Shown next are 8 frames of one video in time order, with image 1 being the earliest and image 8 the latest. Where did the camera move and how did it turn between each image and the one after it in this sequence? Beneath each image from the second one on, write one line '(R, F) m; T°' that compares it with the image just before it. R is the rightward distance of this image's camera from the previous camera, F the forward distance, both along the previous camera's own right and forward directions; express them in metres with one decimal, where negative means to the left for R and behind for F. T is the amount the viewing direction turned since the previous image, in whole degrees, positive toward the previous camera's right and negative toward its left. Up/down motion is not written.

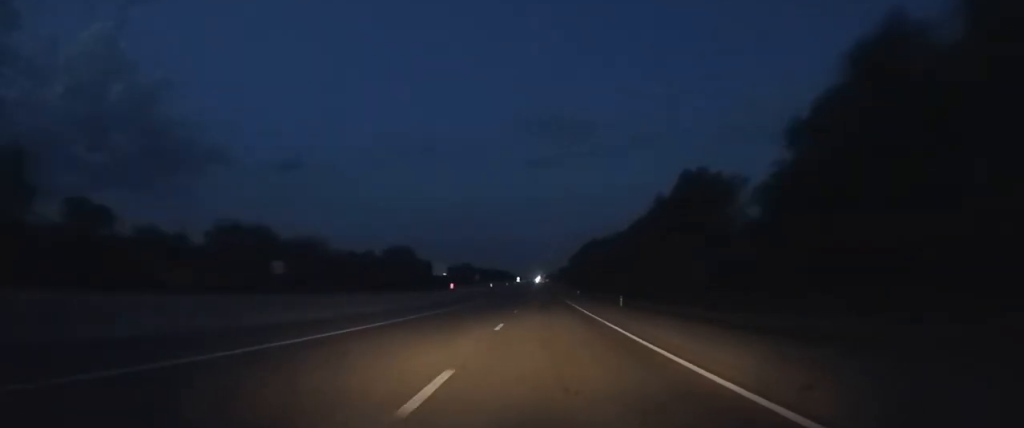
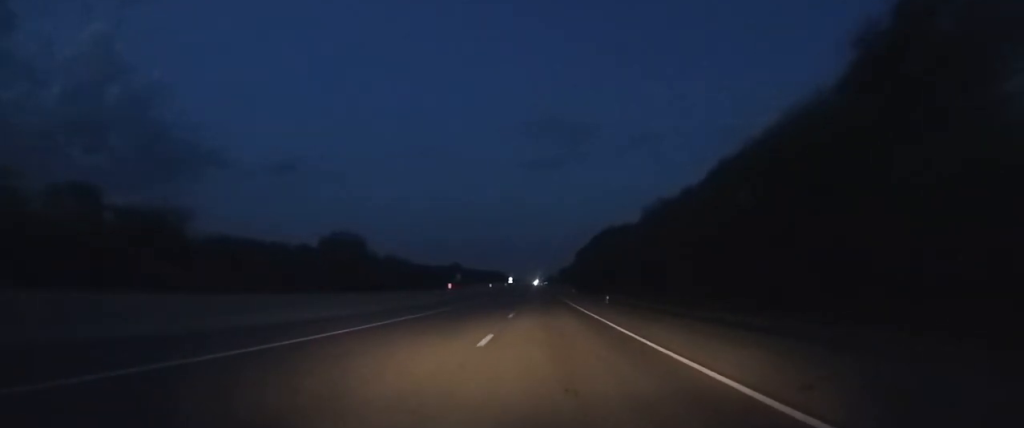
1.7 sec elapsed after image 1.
(-0.1, +51.4) m; 0°
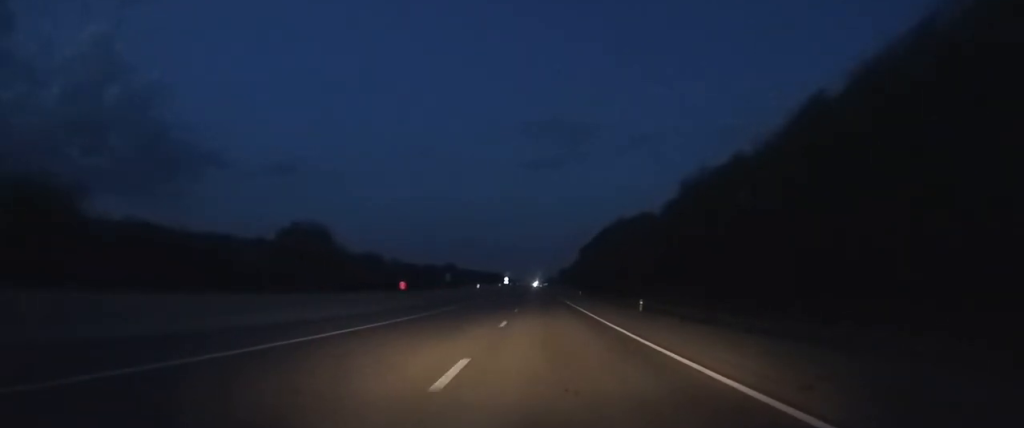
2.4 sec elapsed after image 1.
(0.0, +22.2) m; 0°
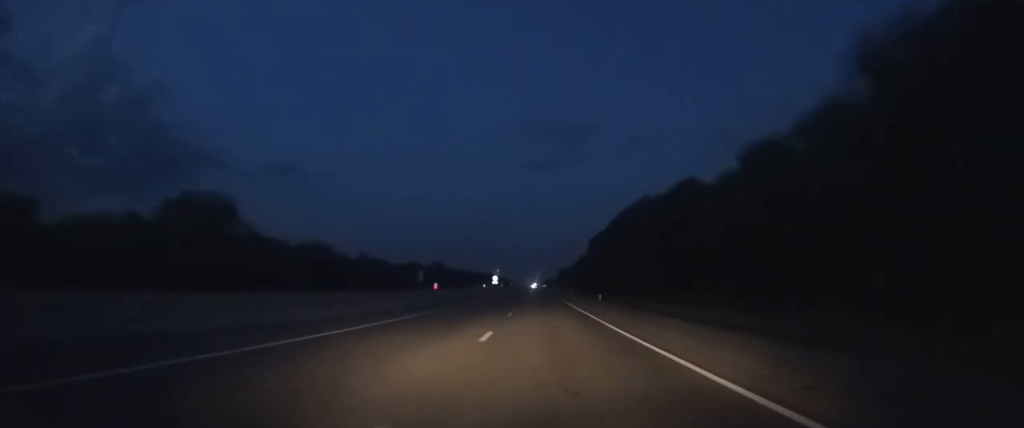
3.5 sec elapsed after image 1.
(0.0, +34.7) m; 0°
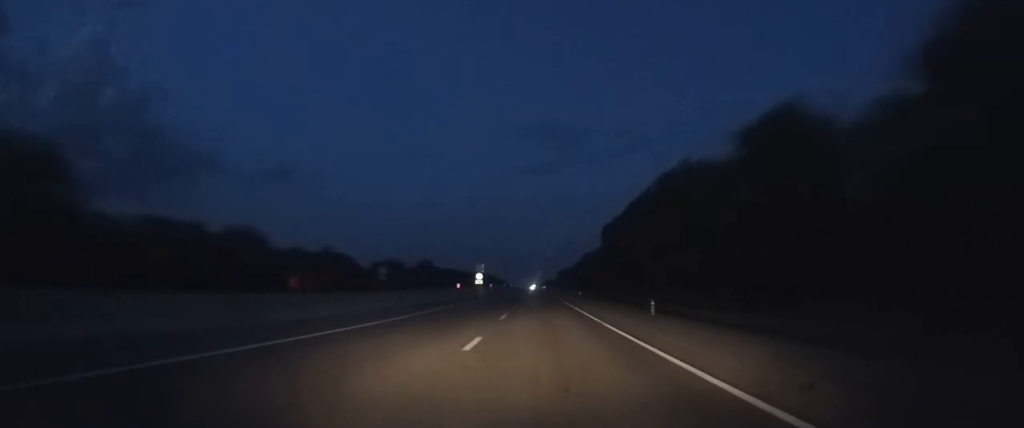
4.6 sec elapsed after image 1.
(+0.1, +28.7) m; 0°
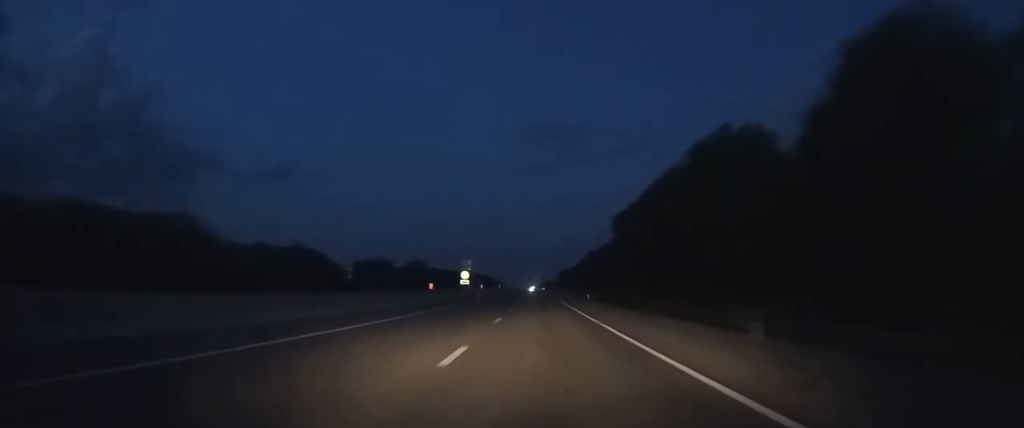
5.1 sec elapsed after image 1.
(0.0, +15.1) m; 0°
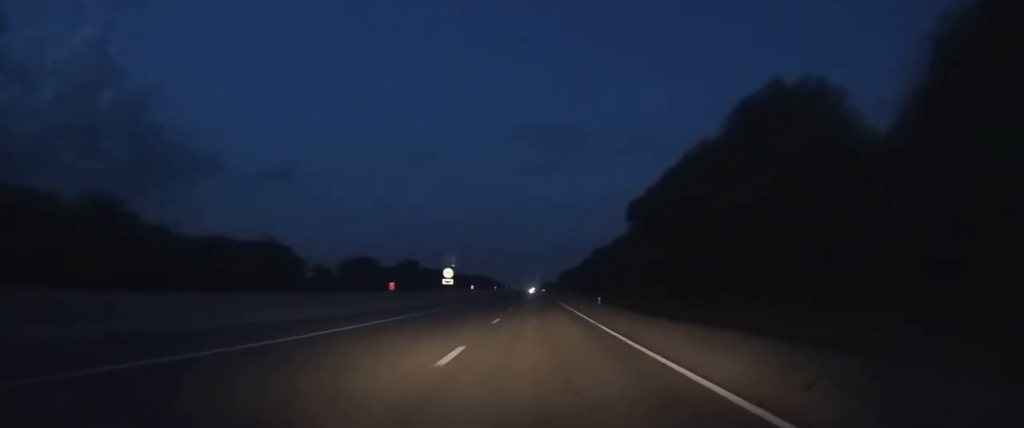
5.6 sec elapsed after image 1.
(0.0, +11.7) m; 0°
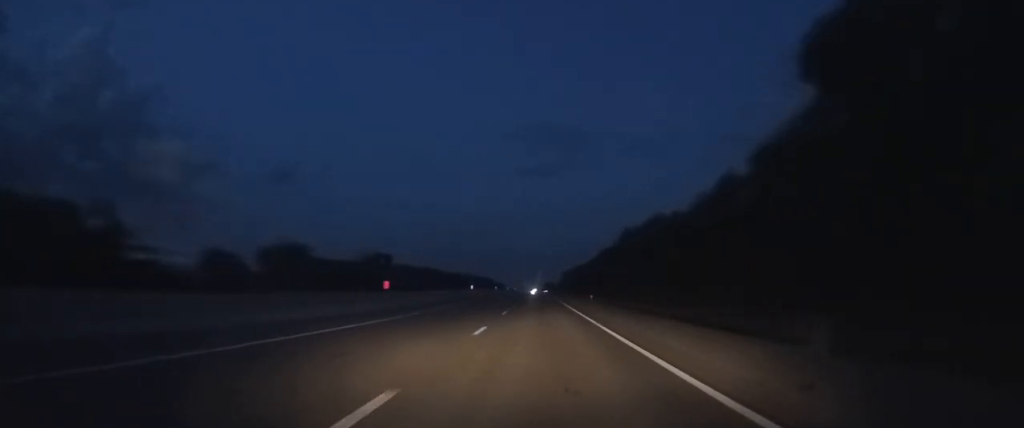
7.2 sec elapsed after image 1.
(0.0, +38.3) m; 0°
